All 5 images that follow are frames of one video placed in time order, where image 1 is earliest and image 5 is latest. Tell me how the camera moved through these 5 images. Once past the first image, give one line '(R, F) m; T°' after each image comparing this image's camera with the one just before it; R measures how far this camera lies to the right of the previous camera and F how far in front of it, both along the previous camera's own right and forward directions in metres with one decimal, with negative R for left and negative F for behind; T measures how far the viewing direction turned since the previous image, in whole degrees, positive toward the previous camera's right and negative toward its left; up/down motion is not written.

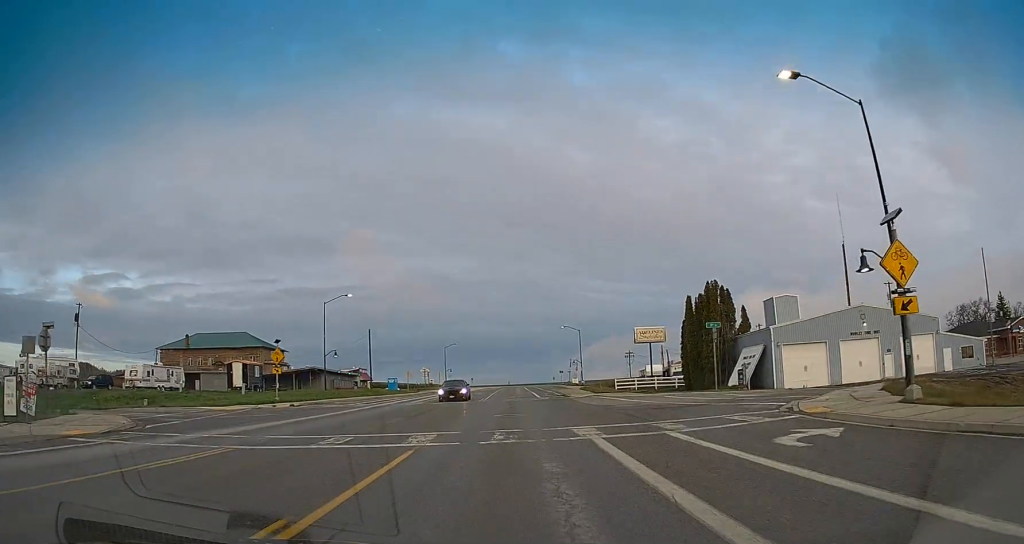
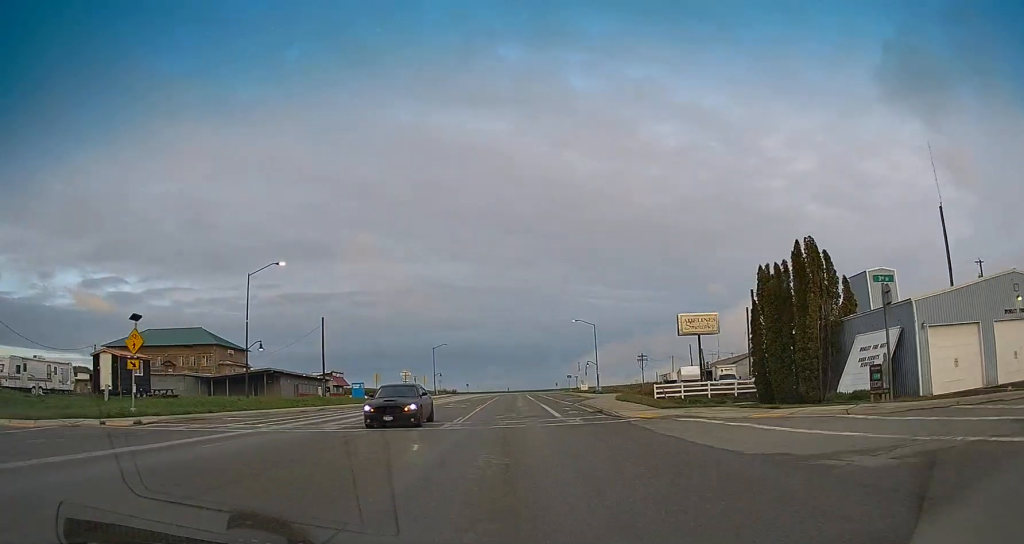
(0.0, +20.0) m; 0°
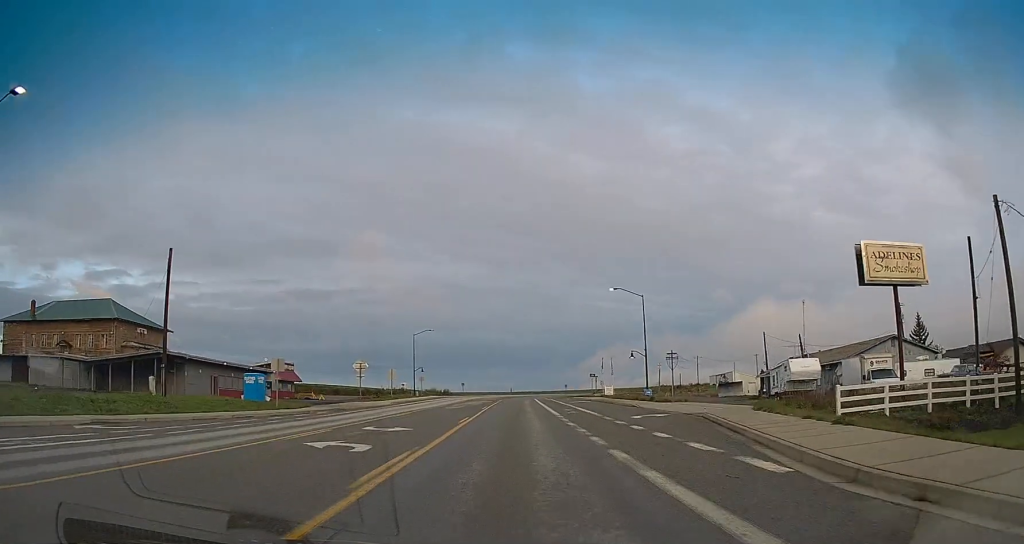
(0.0, +29.6) m; 0°
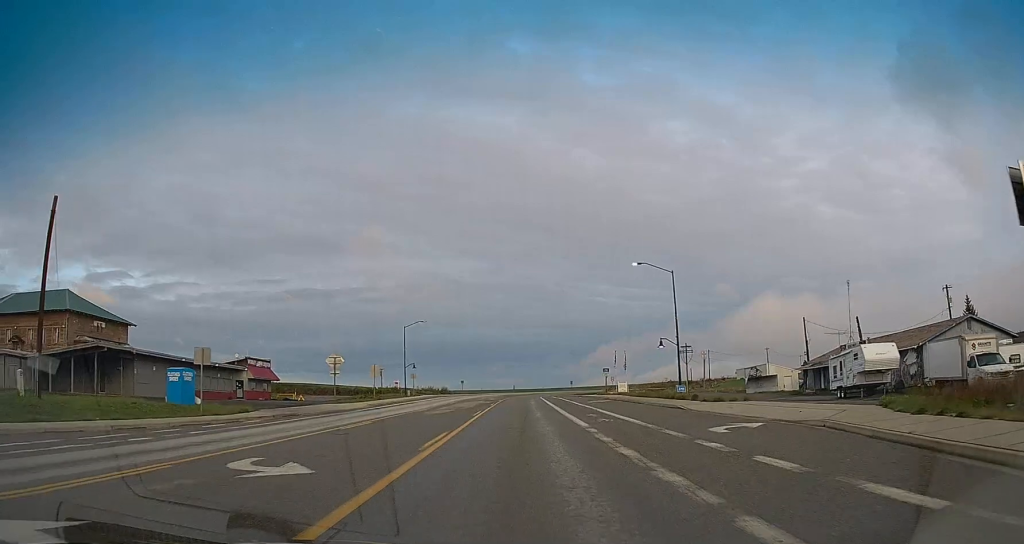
(0.0, +10.3) m; -1°
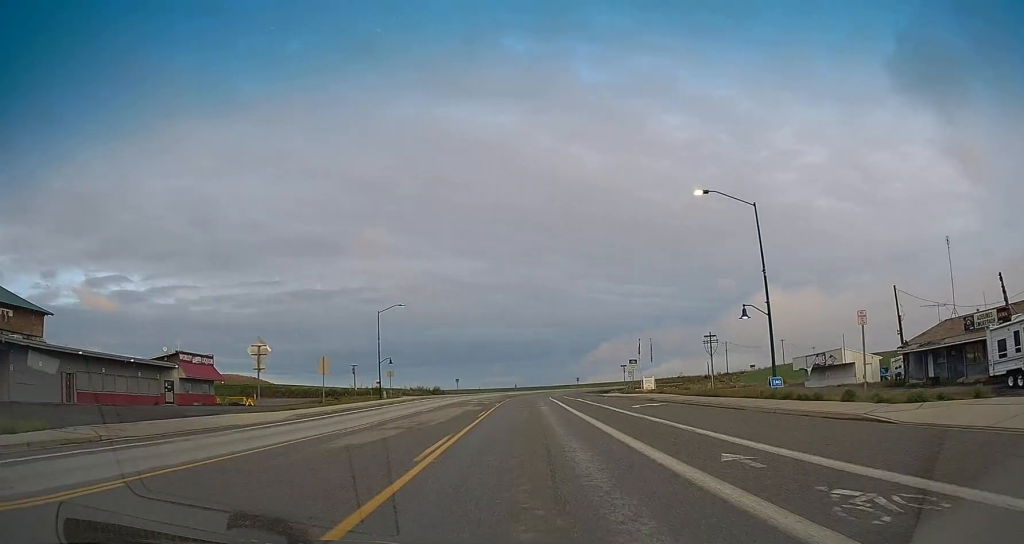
(-0.4, +16.9) m; 0°
